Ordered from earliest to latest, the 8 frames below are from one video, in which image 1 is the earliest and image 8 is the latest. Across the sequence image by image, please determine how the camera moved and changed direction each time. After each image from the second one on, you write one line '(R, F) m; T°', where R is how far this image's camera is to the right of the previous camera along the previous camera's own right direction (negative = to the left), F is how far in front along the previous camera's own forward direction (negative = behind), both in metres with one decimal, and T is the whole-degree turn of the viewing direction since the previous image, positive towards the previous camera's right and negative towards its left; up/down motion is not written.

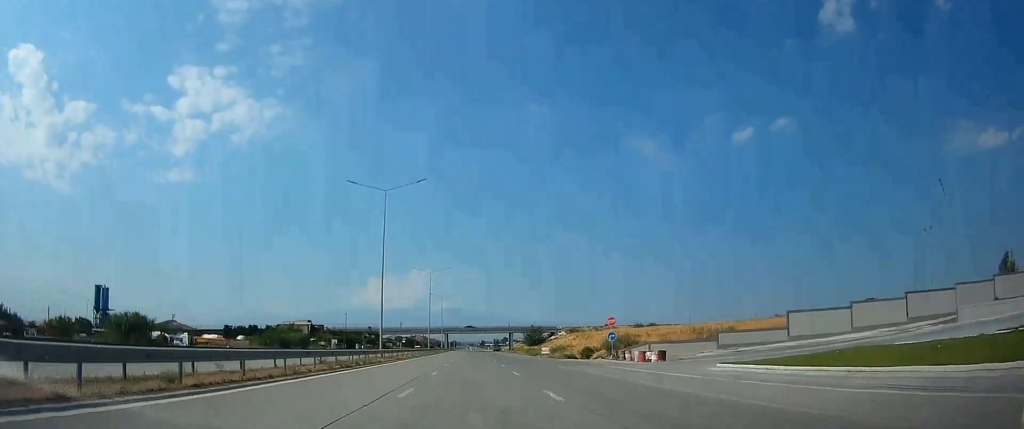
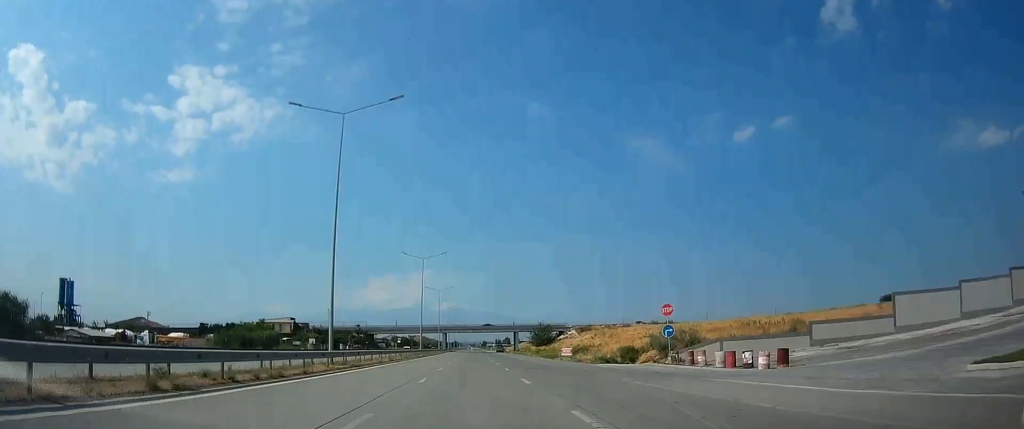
(+0.1, +17.3) m; 0°
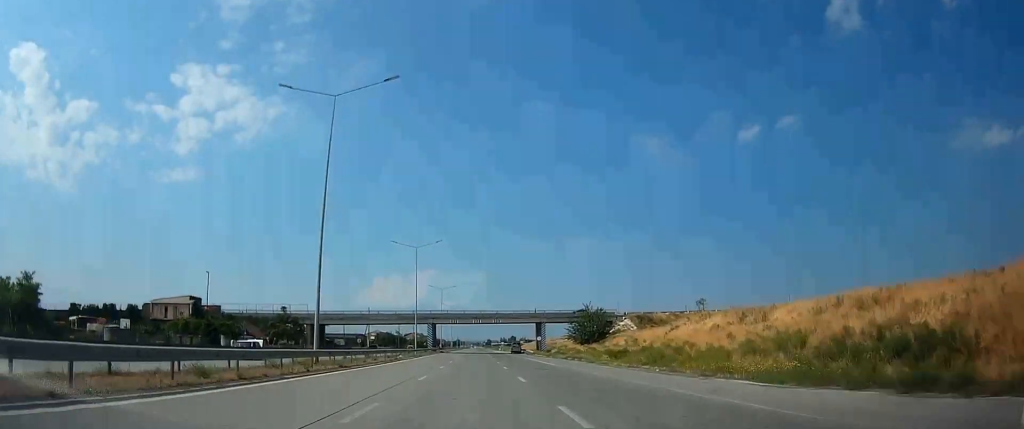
(-0.1, +58.5) m; 0°
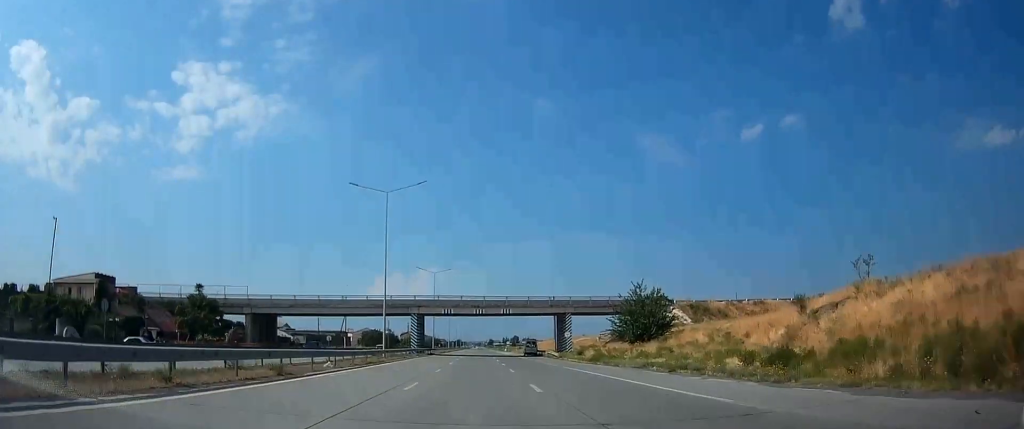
(+0.1, +28.2) m; 0°
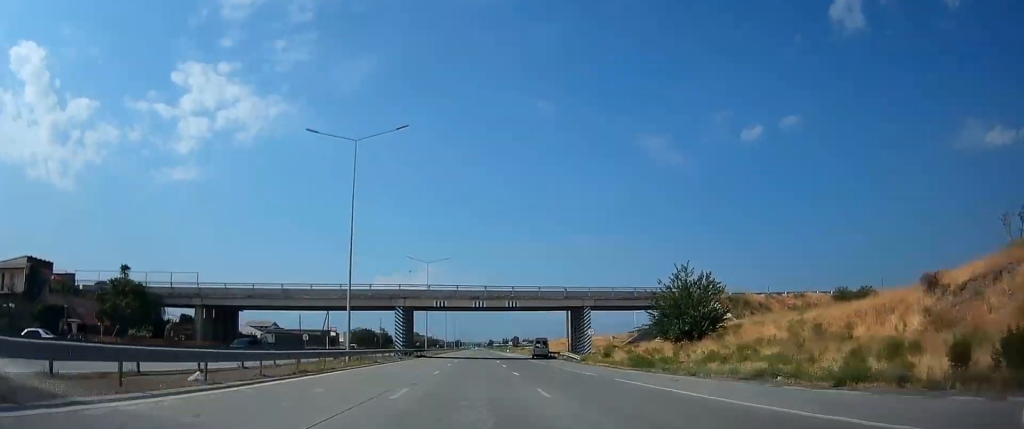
(-0.1, +14.2) m; 0°
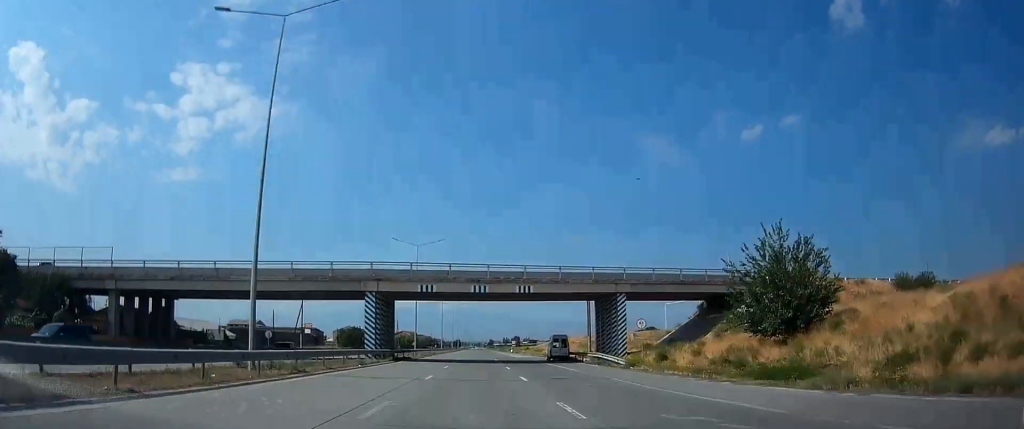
(-0.1, +16.3) m; 0°
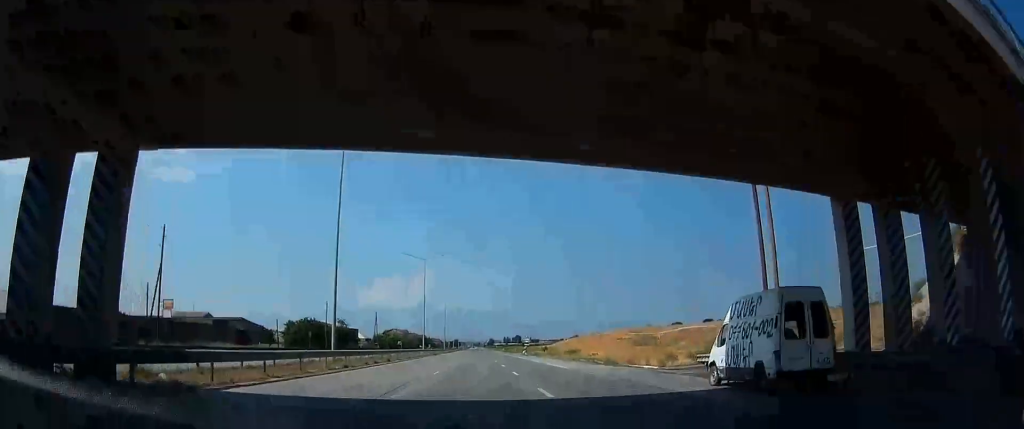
(-0.3, +43.8) m; 0°
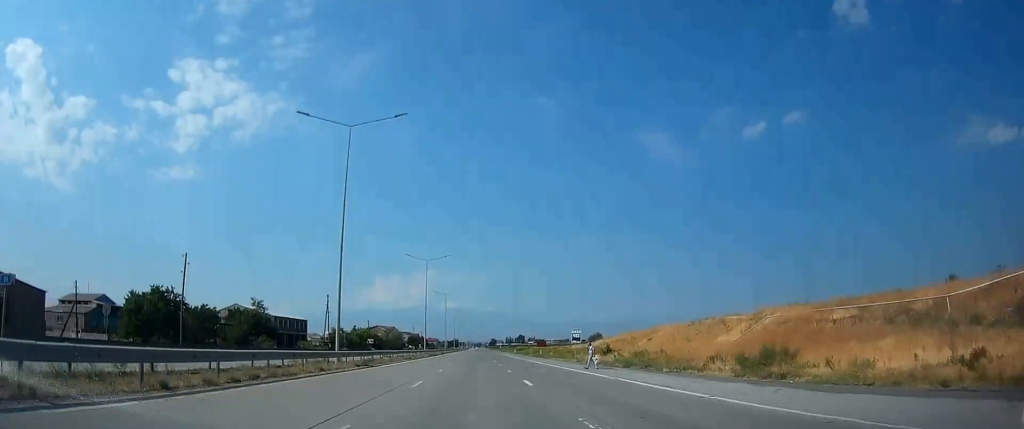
(+0.7, +55.9) m; +1°
